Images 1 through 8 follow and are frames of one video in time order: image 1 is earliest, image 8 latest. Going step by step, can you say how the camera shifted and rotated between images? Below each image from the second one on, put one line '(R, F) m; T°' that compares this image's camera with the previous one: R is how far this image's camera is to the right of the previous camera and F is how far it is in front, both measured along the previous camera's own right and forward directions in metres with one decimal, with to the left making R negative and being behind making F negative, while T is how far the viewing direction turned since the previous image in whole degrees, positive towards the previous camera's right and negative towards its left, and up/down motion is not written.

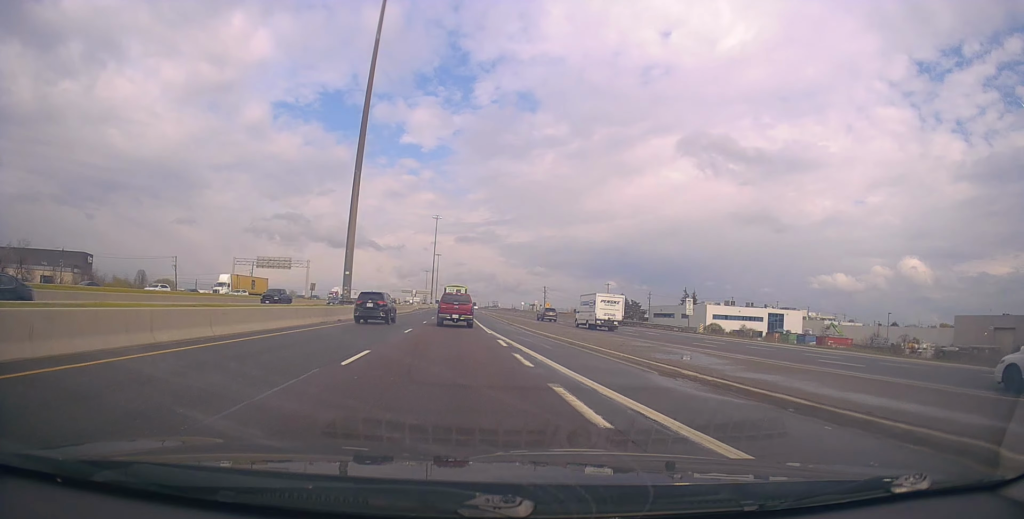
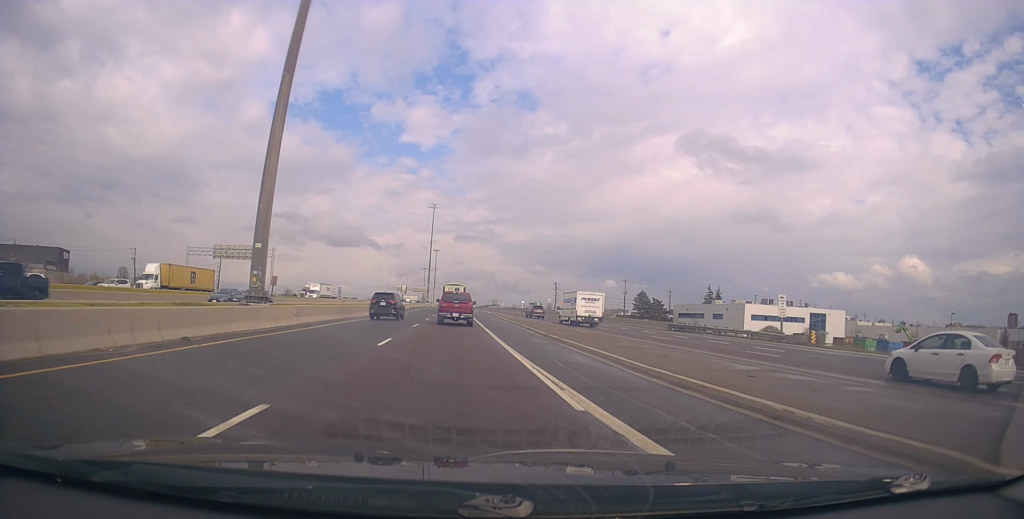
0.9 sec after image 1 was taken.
(+0.9, +19.6) m; +1°
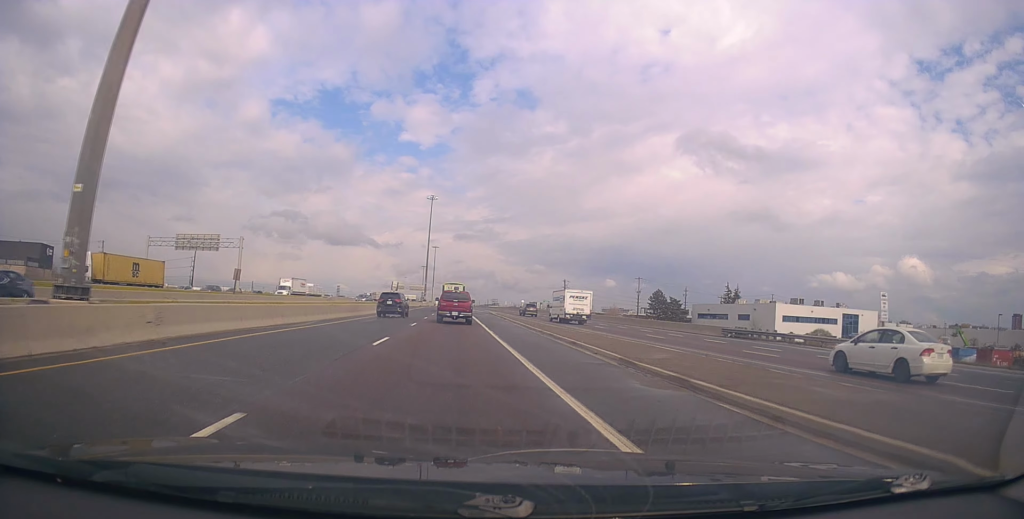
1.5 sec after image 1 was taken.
(-0.2, +13.3) m; -1°
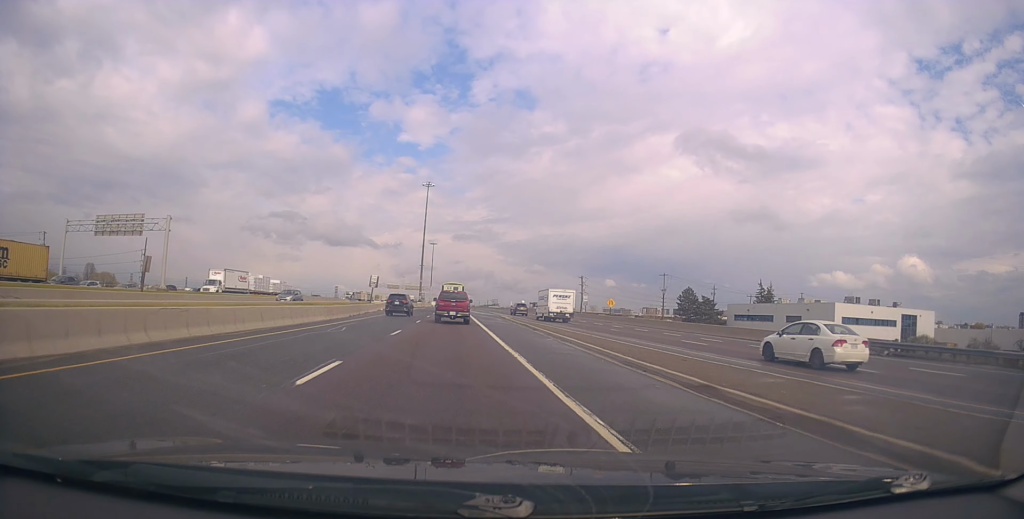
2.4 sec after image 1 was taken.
(-0.2, +19.4) m; 0°
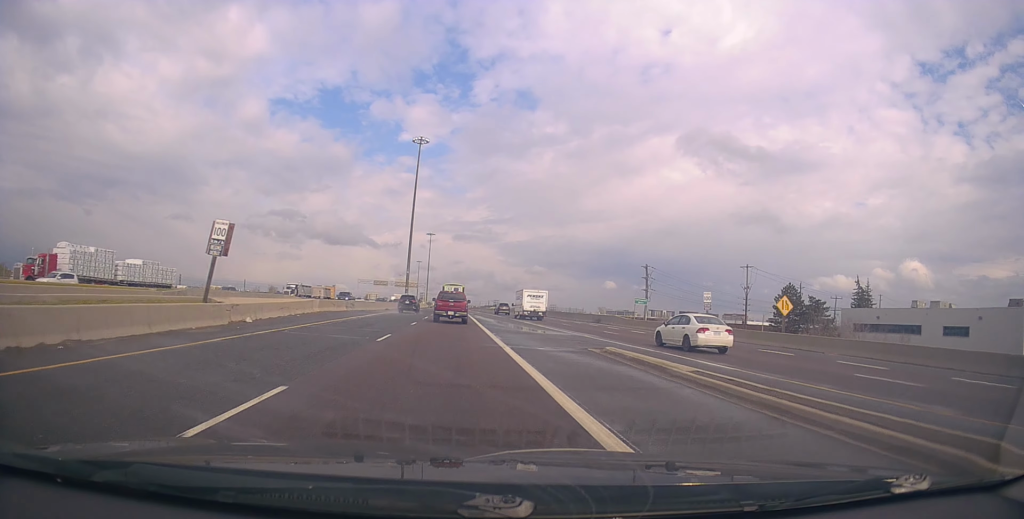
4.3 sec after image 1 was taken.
(+0.7, +39.7) m; 0°
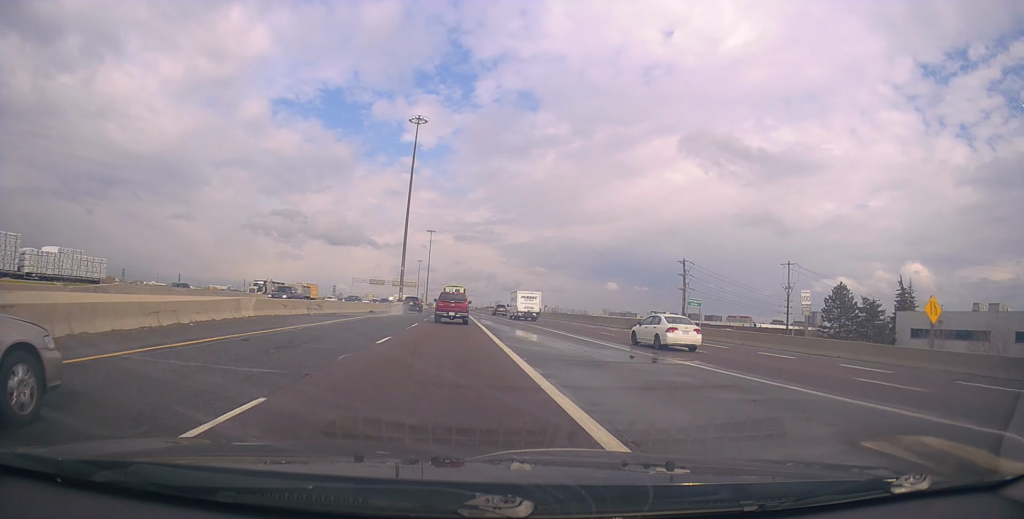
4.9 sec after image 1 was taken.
(-0.1, +12.8) m; -2°
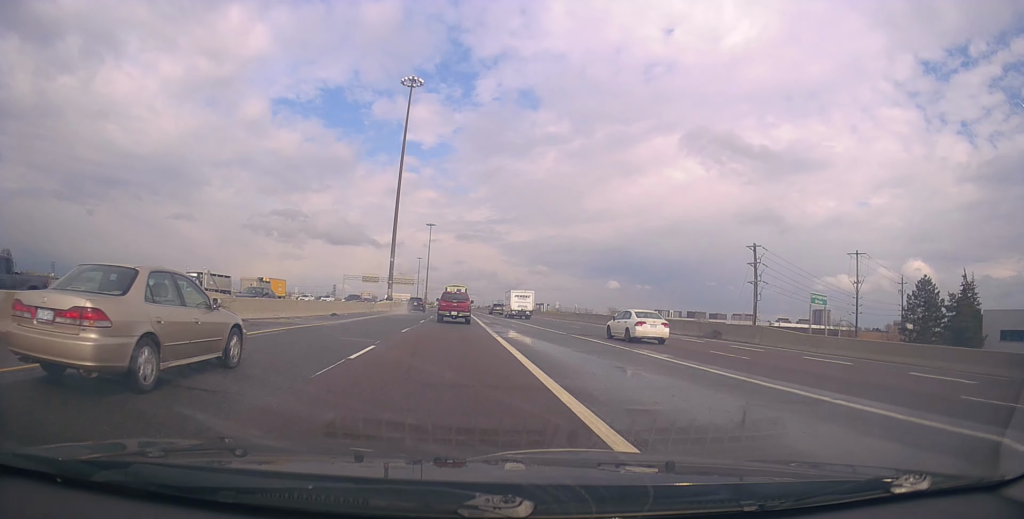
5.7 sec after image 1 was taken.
(-0.5, +17.0) m; 0°
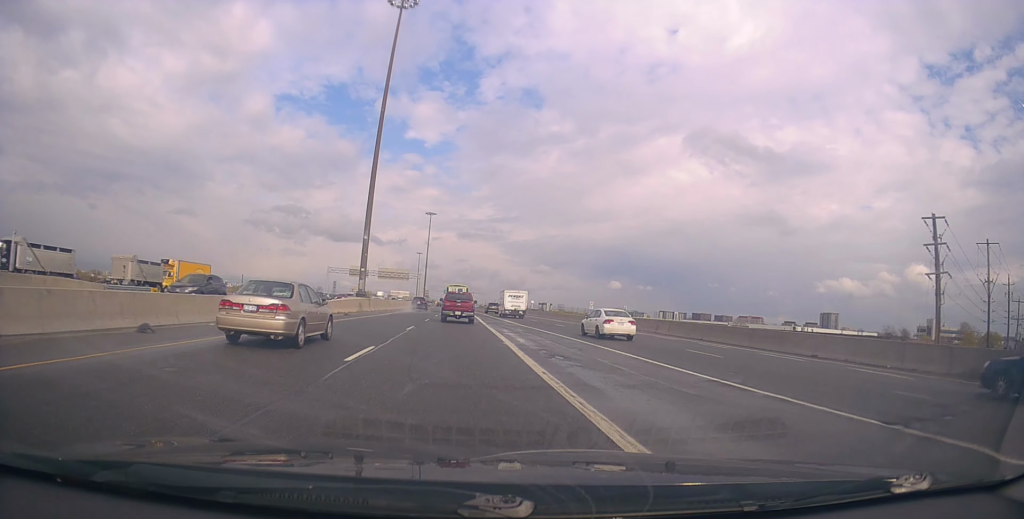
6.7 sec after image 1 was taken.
(+0.6, +22.6) m; +1°
